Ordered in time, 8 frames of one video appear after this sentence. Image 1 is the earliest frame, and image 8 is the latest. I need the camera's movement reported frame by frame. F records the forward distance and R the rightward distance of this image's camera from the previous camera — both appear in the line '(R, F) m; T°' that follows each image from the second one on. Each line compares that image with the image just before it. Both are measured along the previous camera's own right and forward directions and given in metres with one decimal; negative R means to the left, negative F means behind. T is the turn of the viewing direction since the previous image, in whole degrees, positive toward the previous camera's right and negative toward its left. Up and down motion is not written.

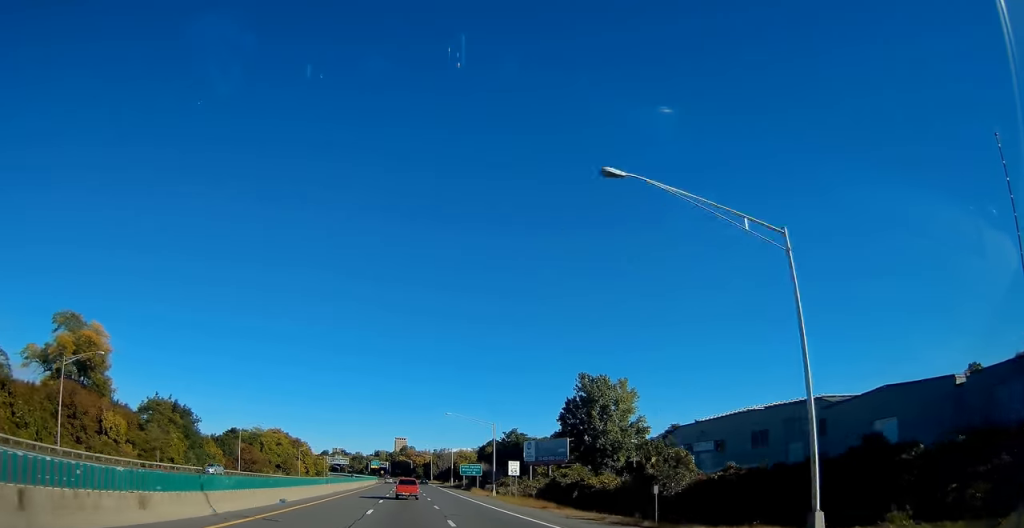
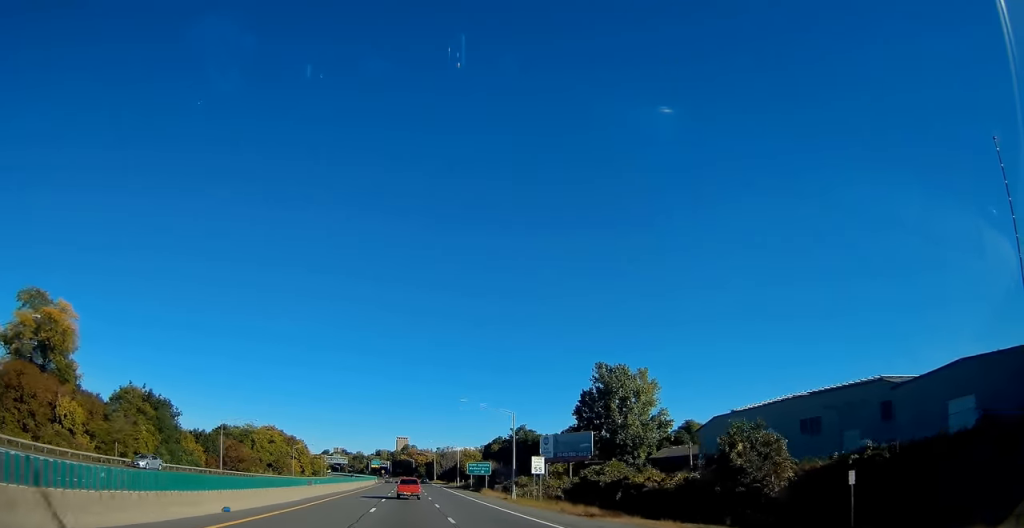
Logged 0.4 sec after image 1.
(0.0, +11.0) m; 0°
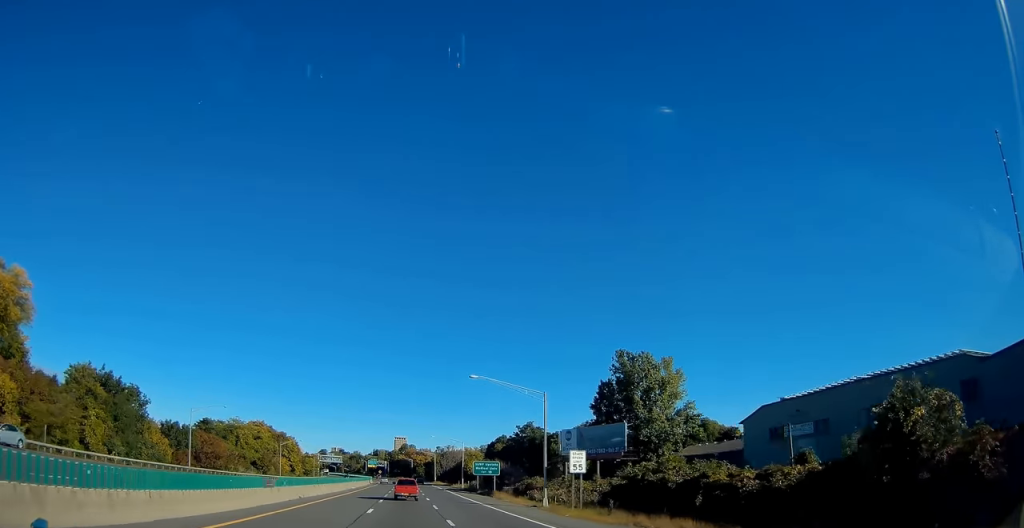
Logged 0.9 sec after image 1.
(0.0, +13.2) m; 0°
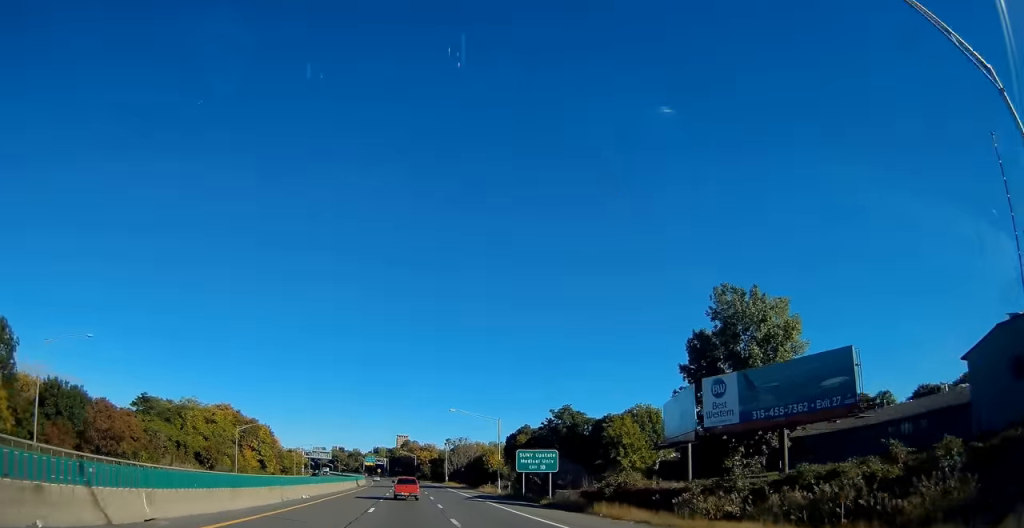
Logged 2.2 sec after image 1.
(0.0, +36.3) m; 0°
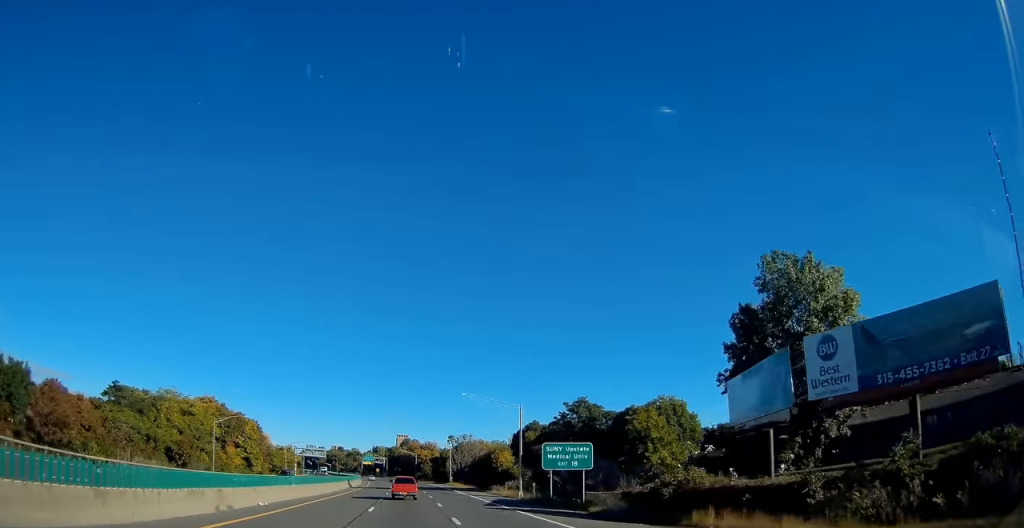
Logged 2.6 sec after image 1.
(0.0, +12.1) m; 0°
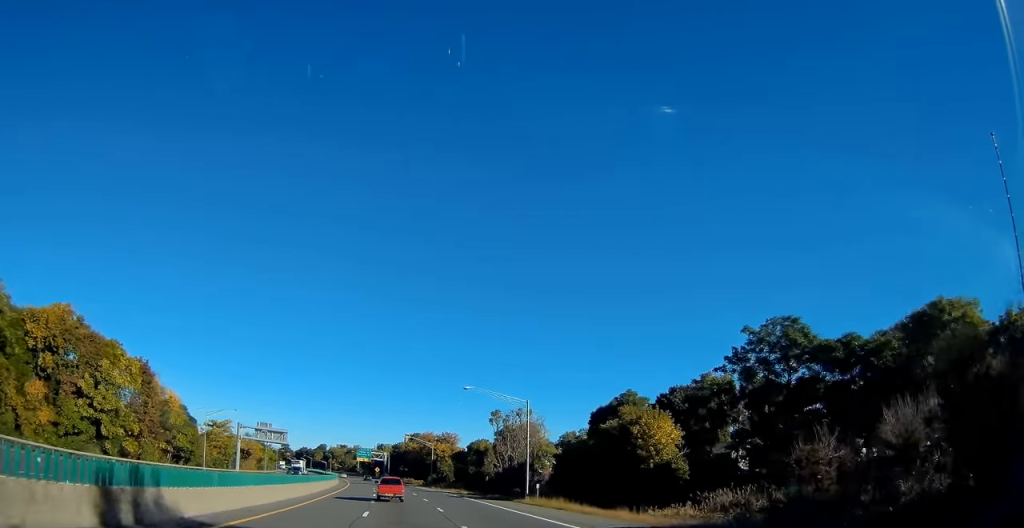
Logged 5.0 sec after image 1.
(-0.2, +65.0) m; -1°
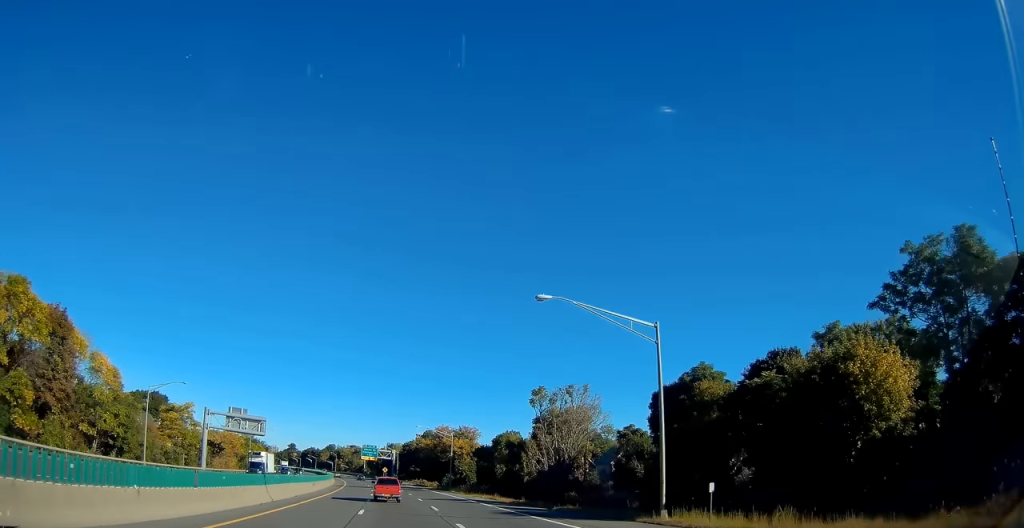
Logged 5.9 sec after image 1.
(-0.2, +23.4) m; -1°
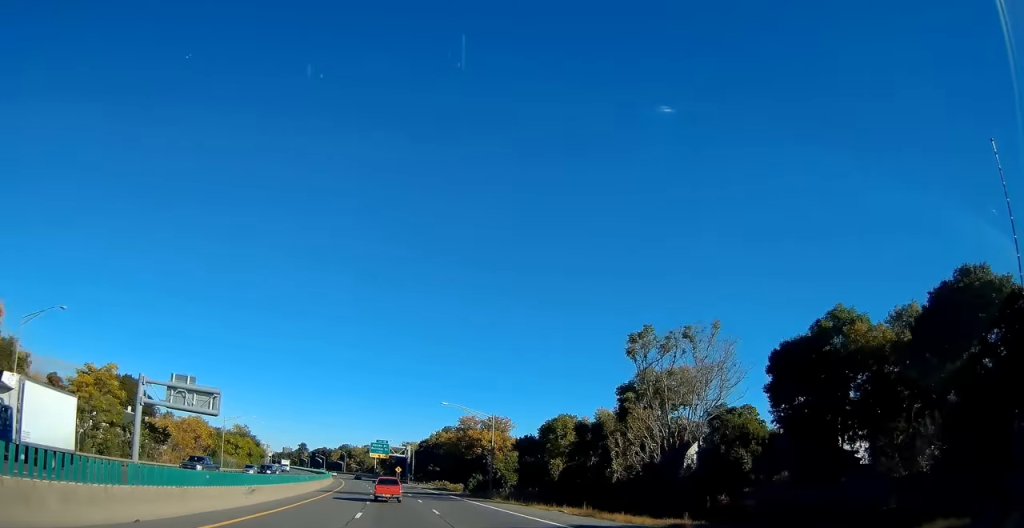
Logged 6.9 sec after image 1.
(-0.1, +26.5) m; -1°
